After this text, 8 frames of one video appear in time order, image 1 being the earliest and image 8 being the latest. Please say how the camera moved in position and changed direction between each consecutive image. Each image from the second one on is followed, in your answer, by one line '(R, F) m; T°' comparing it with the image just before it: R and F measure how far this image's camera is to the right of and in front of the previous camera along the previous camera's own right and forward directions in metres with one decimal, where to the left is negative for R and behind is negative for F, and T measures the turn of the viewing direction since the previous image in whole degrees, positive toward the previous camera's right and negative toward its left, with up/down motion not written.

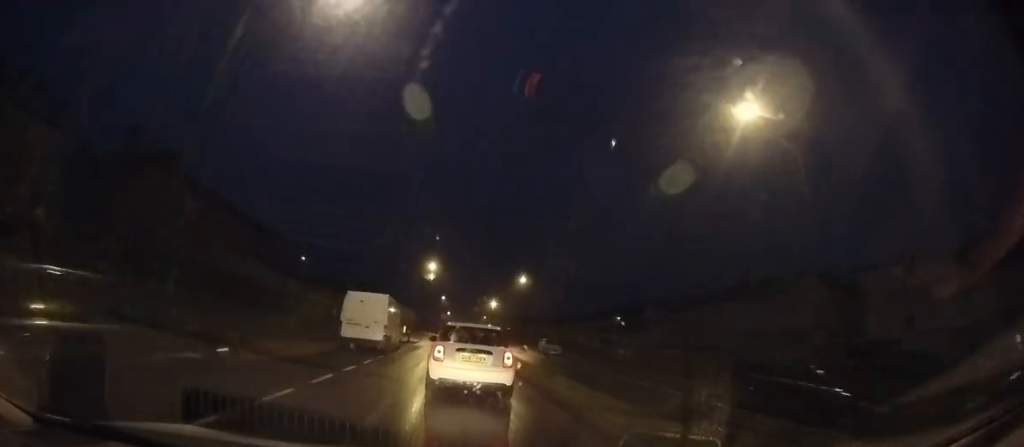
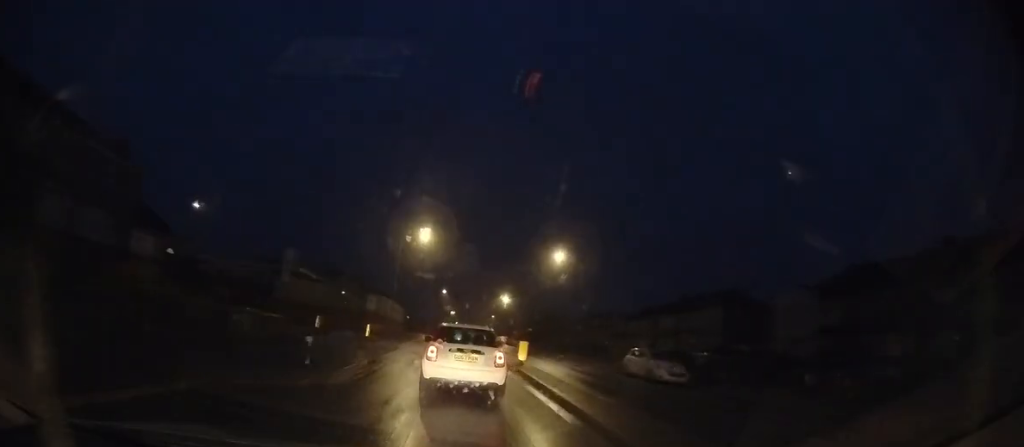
(-0.1, +18.4) m; 0°
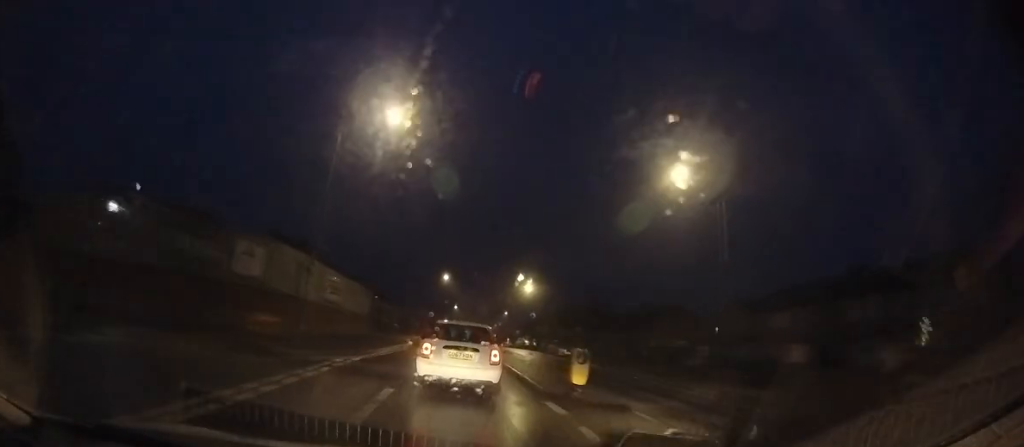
(+0.2, +21.0) m; +1°
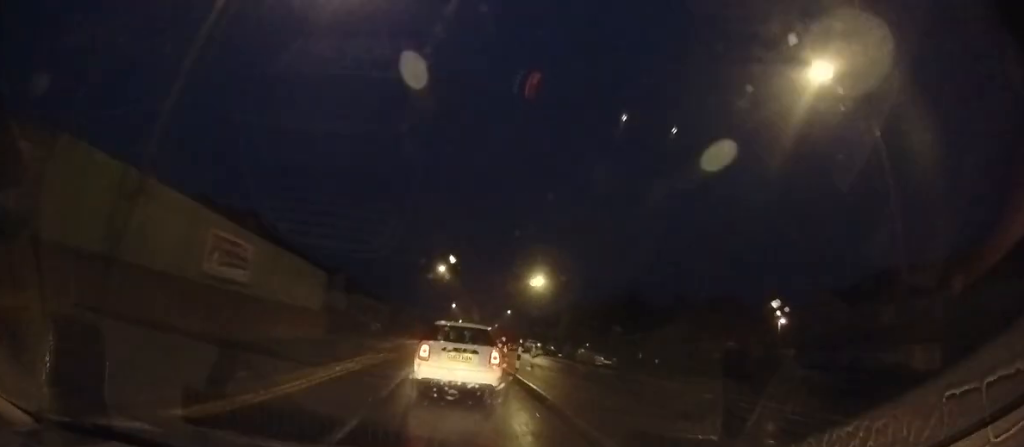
(0.0, +9.1) m; 0°
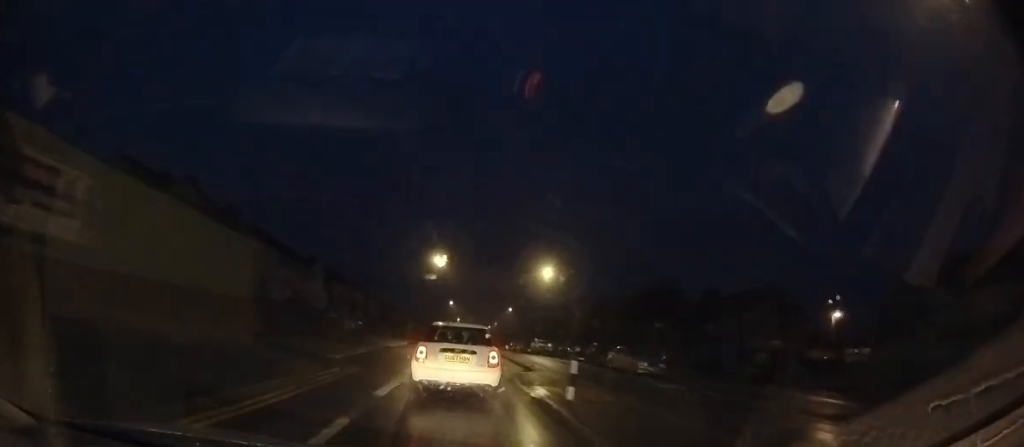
(0.0, +6.0) m; 0°
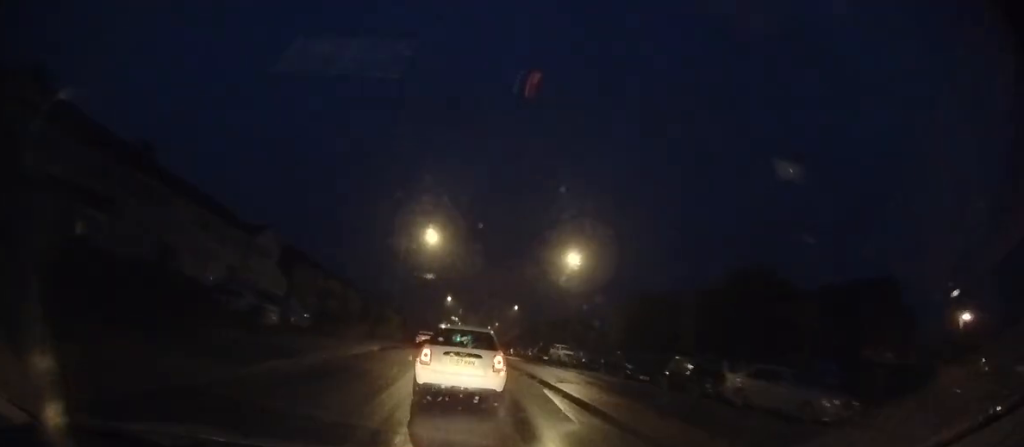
(0.0, +10.4) m; 0°
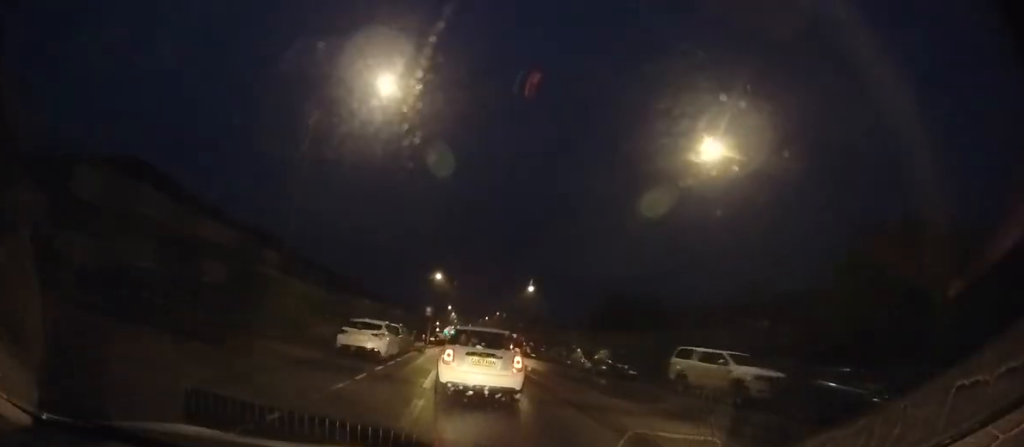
(0.0, +21.3) m; 0°
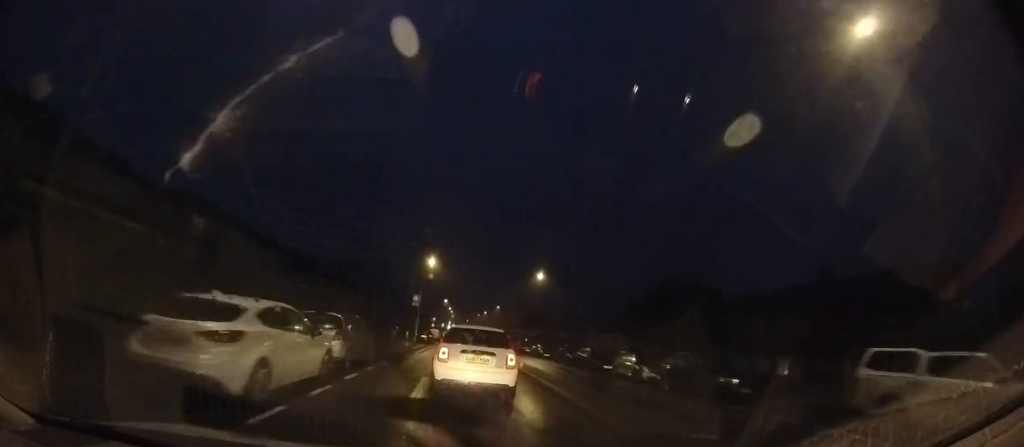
(0.0, +8.3) m; 0°
